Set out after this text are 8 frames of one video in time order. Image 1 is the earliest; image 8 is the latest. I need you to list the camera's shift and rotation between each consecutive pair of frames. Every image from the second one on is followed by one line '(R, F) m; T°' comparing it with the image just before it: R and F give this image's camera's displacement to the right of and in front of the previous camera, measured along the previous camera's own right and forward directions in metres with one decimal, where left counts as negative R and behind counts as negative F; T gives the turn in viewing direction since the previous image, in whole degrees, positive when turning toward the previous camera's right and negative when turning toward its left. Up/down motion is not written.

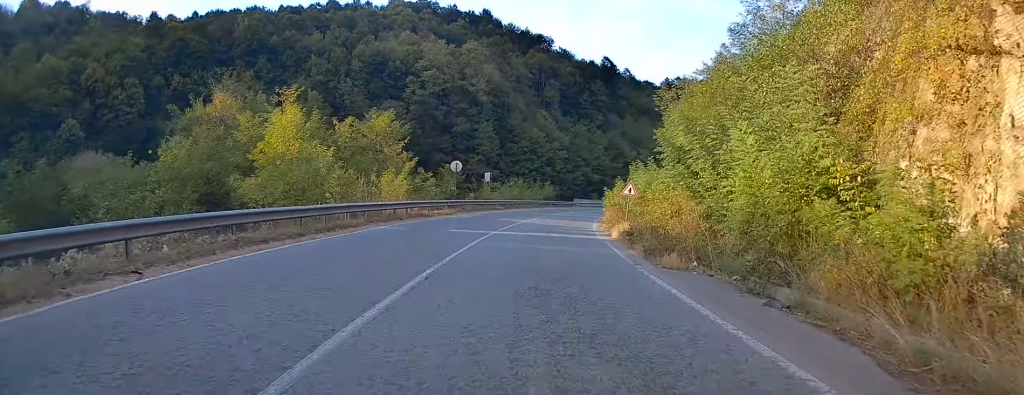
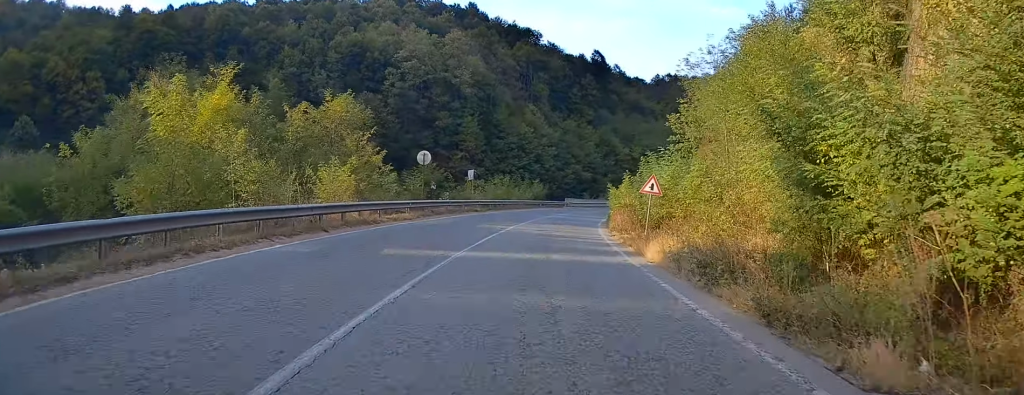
(0.0, +8.9) m; 0°
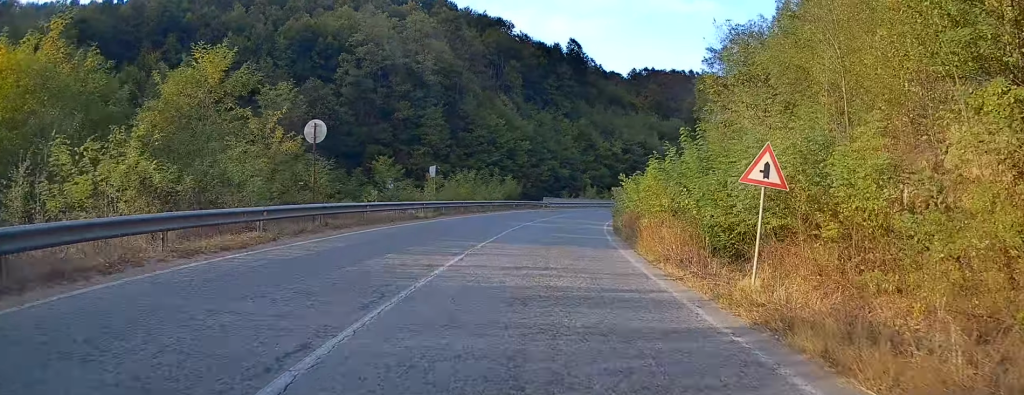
(0.0, +14.1) m; +1°
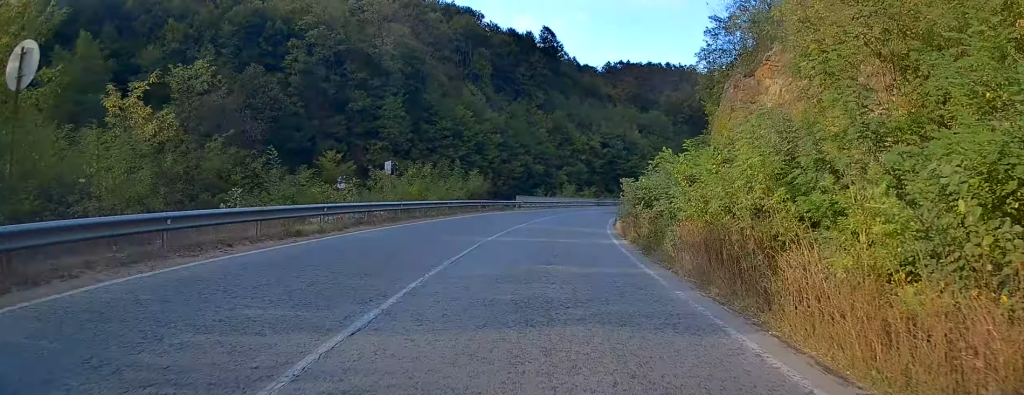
(+0.2, +11.5) m; +2°
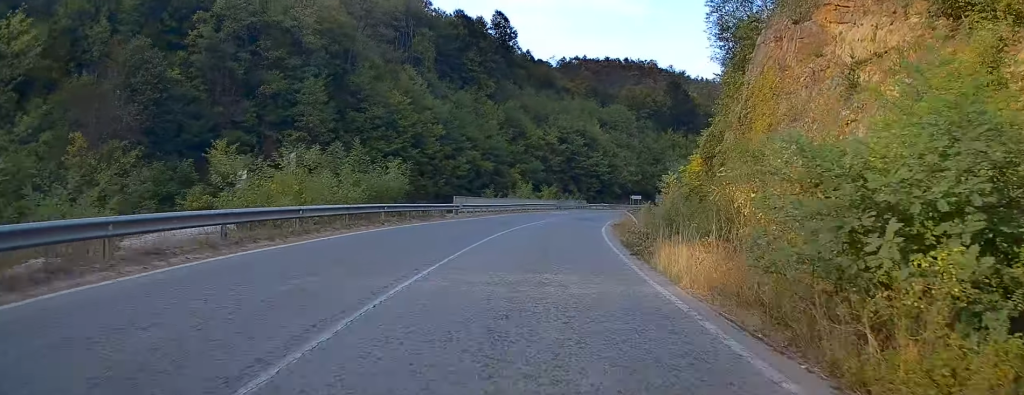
(+0.4, +16.5) m; +4°
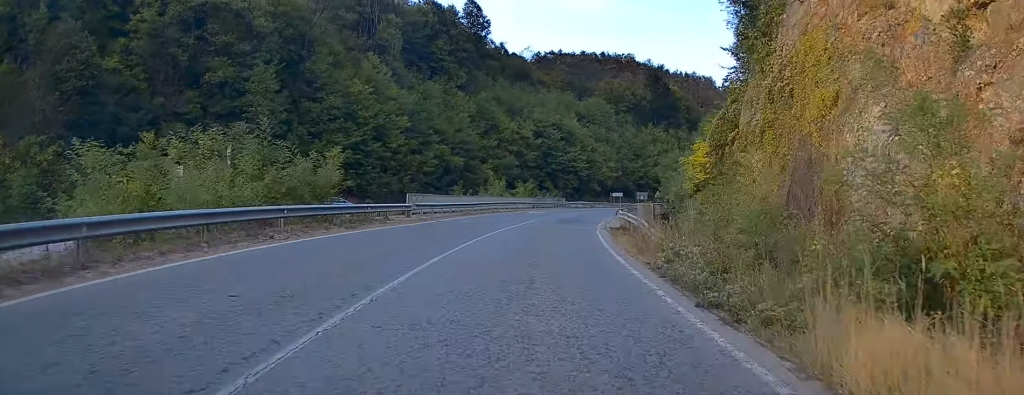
(-0.1, +8.0) m; +2°
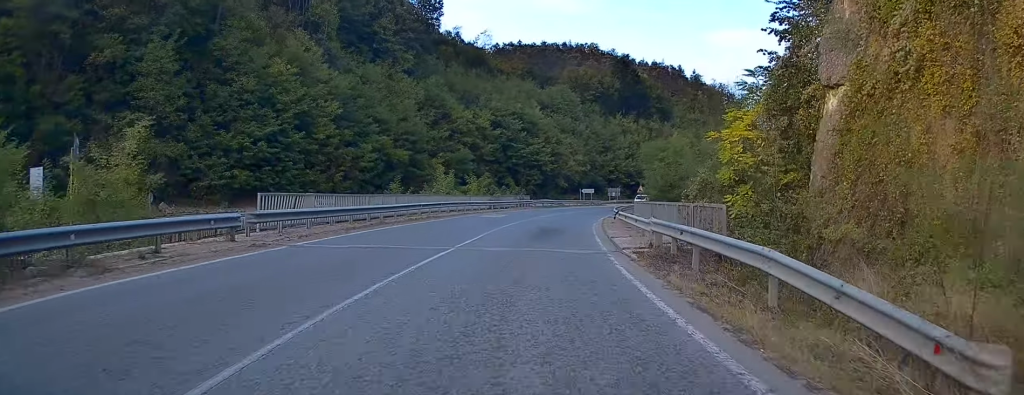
(+0.7, +14.3) m; +5°
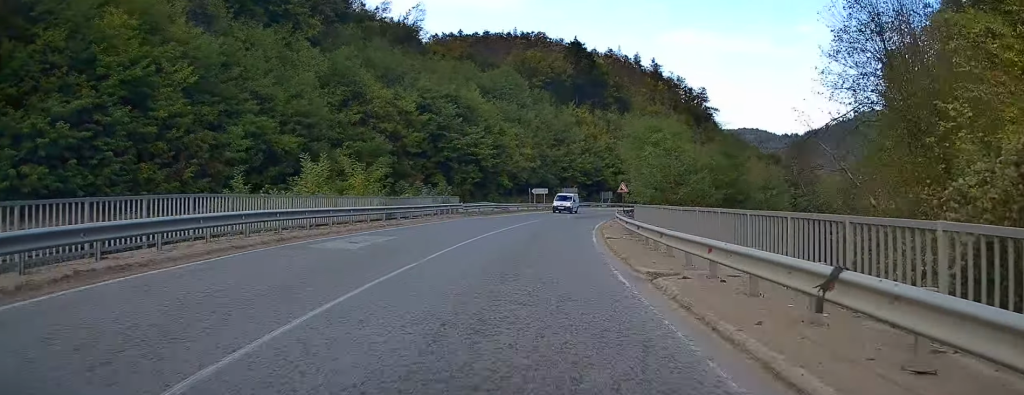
(+1.3, +22.3) m; +7°
